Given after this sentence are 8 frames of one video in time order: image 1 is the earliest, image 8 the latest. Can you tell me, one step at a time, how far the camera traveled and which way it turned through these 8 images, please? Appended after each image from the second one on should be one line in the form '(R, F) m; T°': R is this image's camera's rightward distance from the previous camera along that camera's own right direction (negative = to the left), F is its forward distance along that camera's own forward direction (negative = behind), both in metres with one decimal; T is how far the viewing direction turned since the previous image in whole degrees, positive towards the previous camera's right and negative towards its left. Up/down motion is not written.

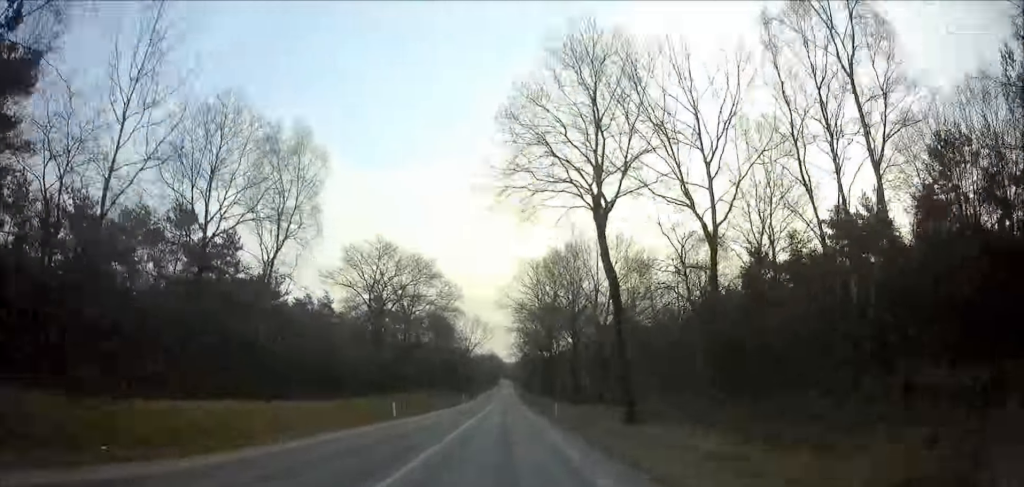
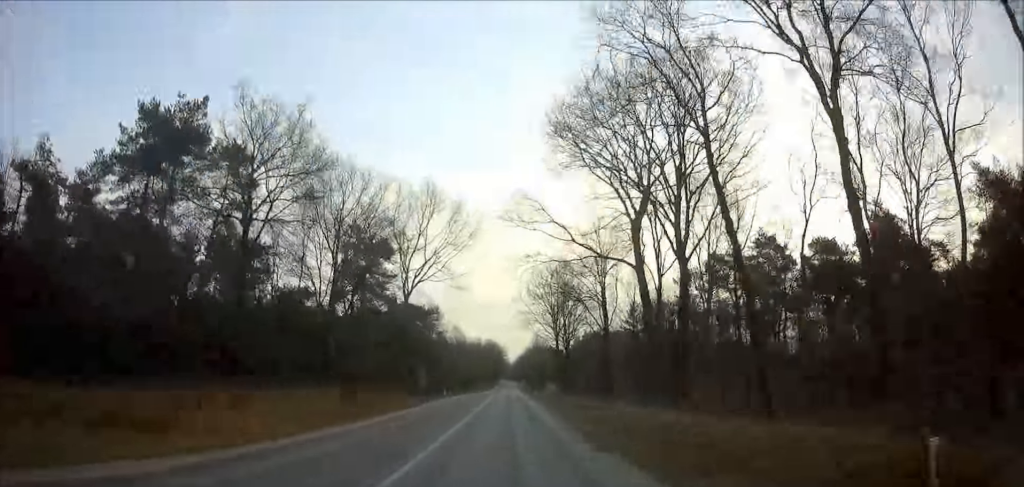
(+0.1, +77.1) m; 0°
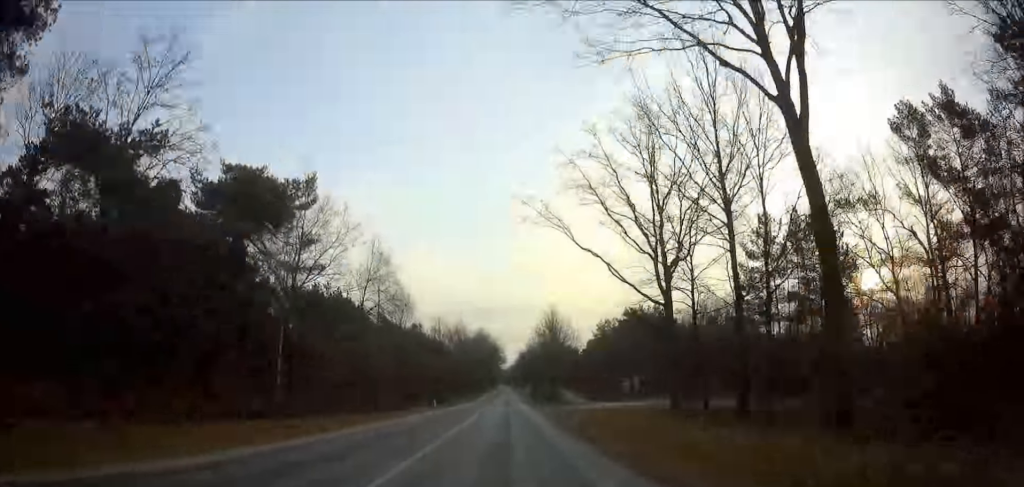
(0.0, +54.5) m; 0°
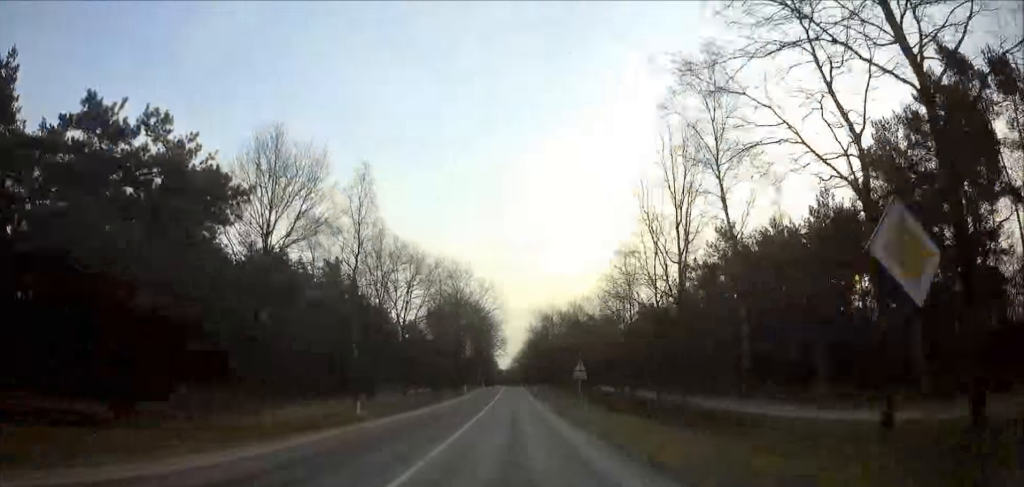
(+0.2, +77.2) m; +1°
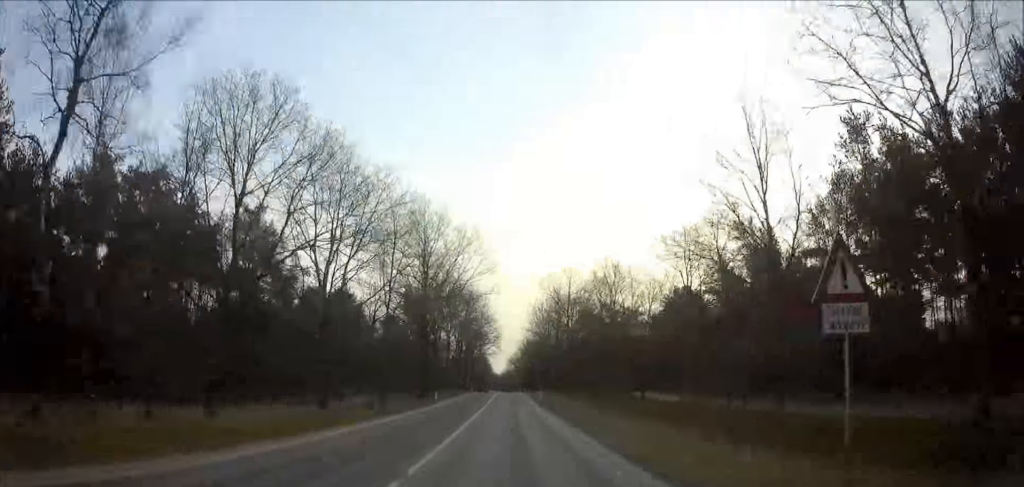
(+0.1, +25.7) m; 0°
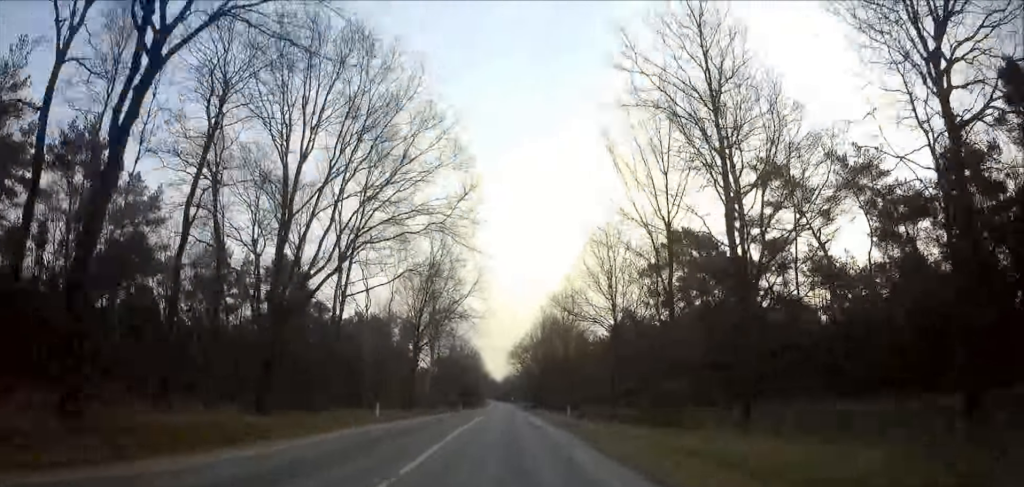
(+0.4, +70.7) m; 0°
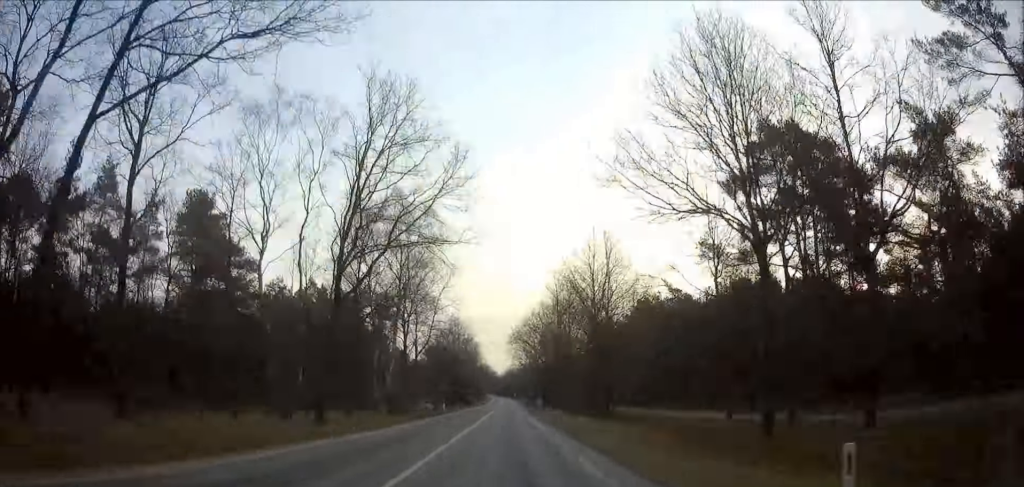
(-0.3, +22.6) m; 0°
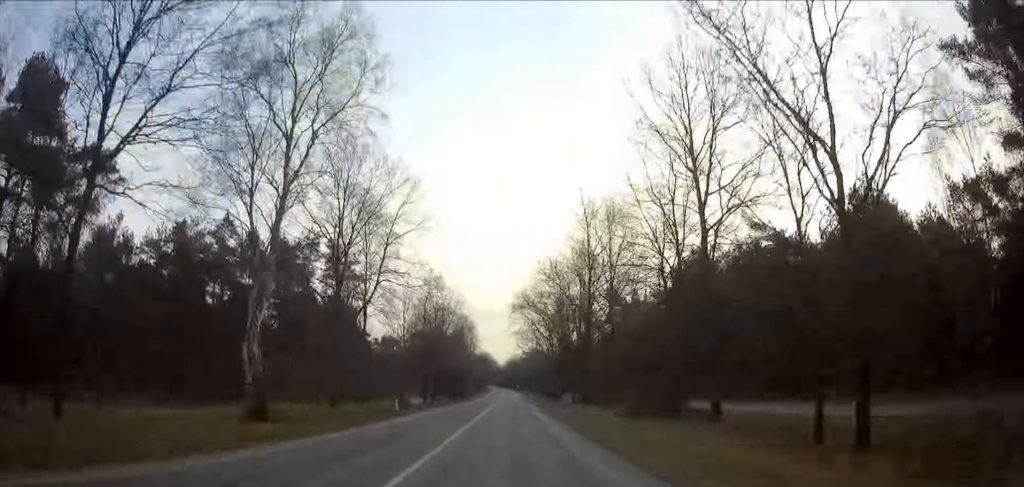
(-0.1, +24.2) m; 0°
